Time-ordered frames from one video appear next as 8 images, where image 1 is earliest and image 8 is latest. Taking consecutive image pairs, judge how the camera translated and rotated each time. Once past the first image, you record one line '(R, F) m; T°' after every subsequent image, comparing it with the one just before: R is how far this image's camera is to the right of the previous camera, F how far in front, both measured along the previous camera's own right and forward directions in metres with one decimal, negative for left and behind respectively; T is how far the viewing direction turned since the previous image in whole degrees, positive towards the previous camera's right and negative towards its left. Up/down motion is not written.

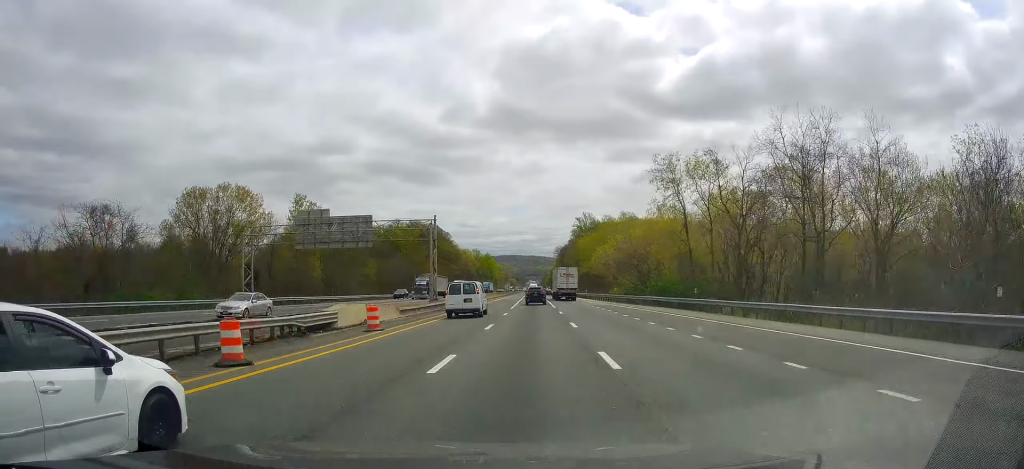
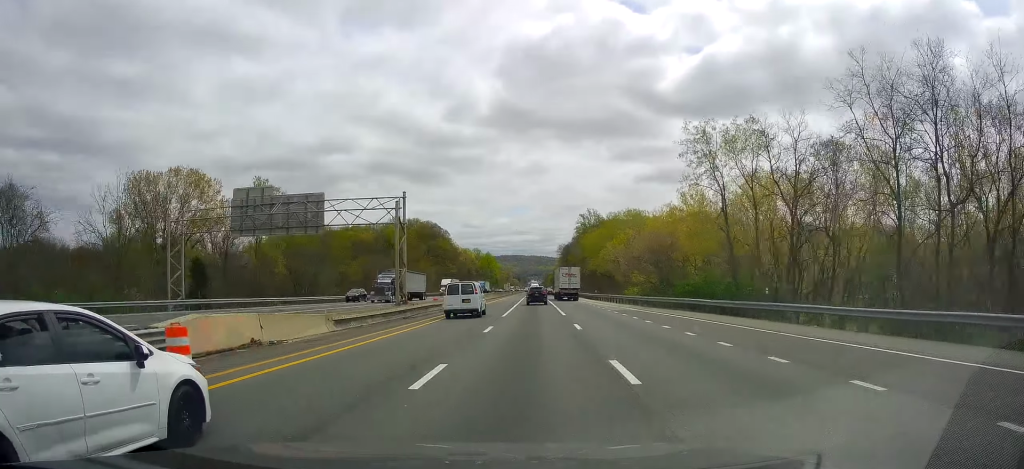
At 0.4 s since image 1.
(-0.1, +13.7) m; 0°
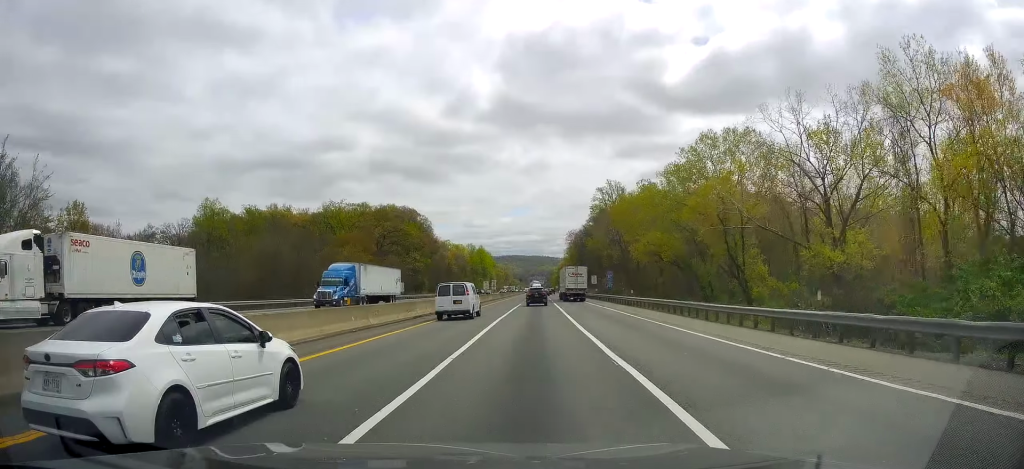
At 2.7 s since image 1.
(0.0, +71.5) m; 0°
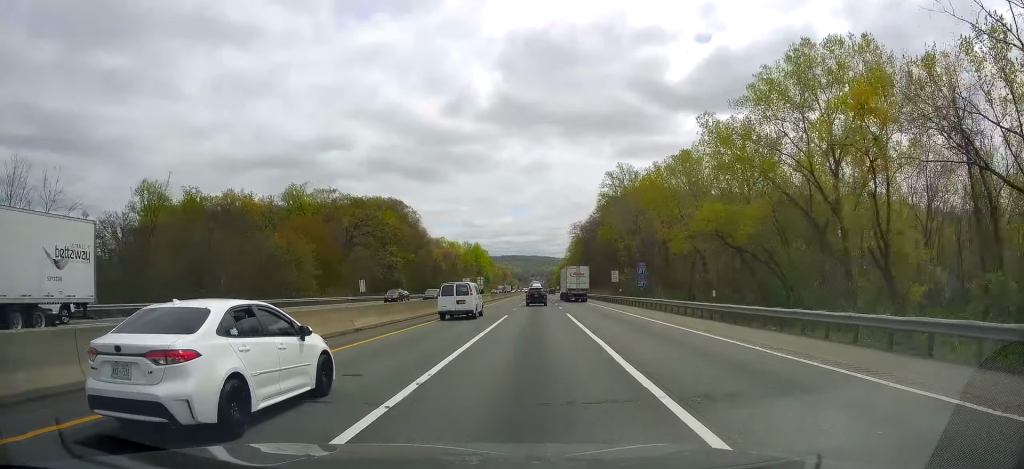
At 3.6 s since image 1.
(-0.1, +27.4) m; -1°
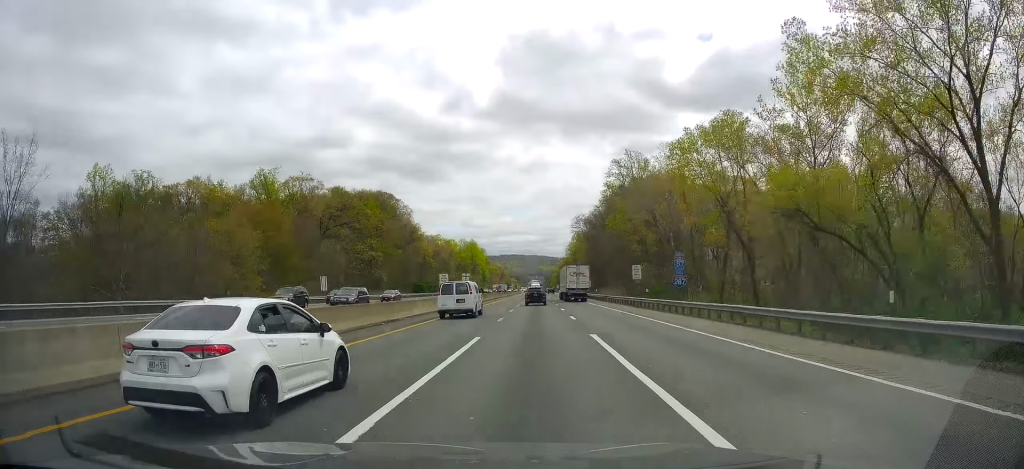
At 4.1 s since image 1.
(-0.3, +16.9) m; 0°
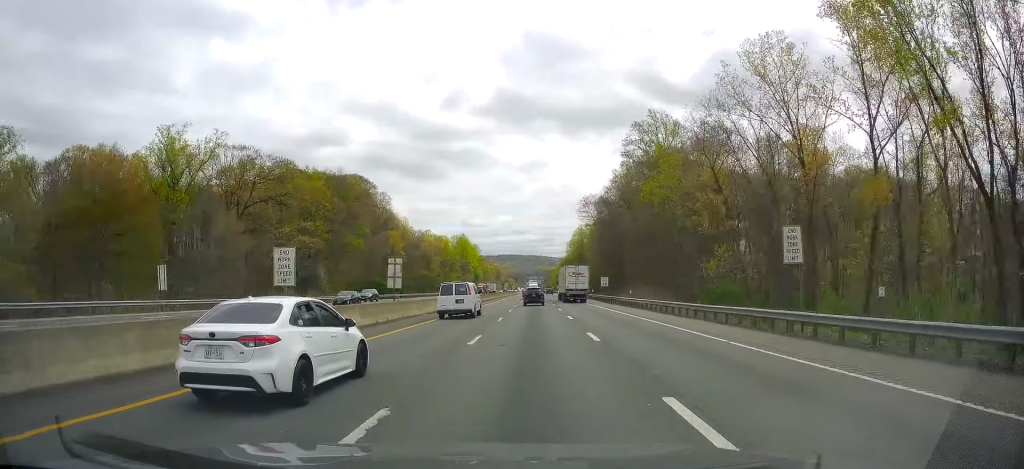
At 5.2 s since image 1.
(+0.5, +35.8) m; 0°
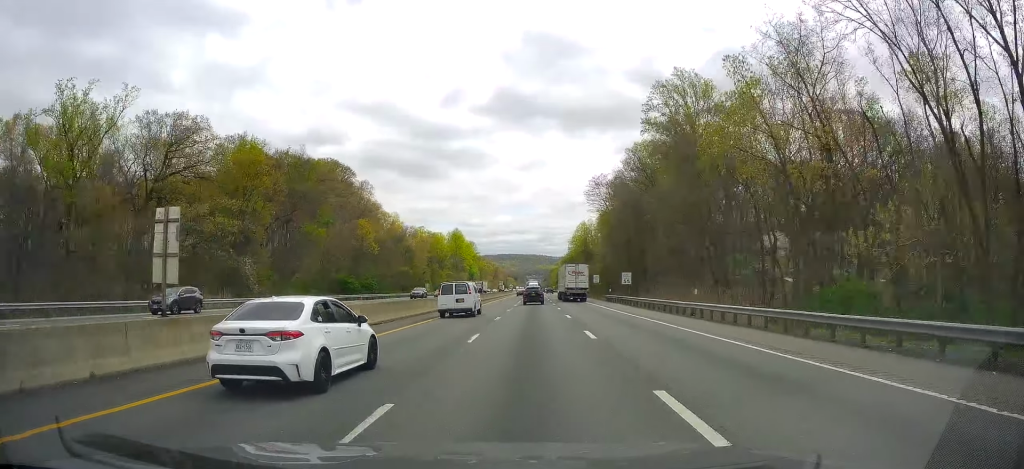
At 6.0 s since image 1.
(-0.4, +24.2) m; 0°
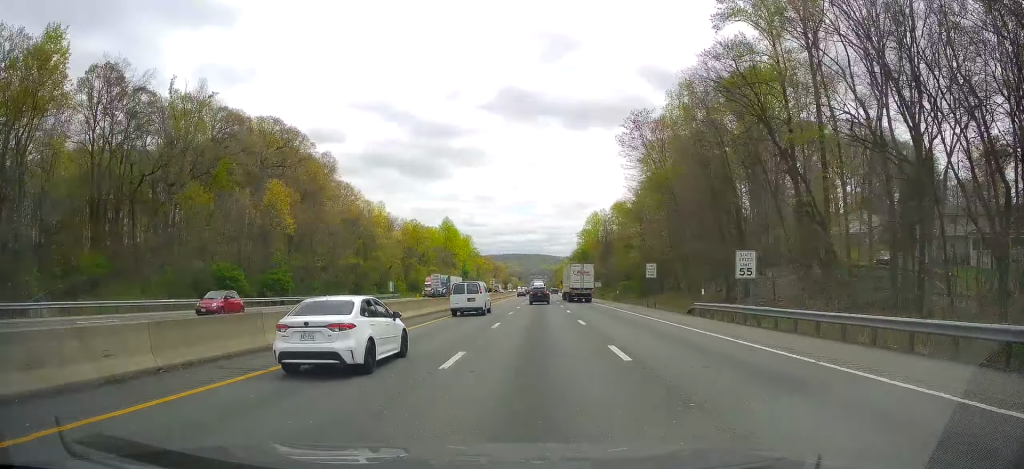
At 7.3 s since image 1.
(+0.4, +42.0) m; 0°
